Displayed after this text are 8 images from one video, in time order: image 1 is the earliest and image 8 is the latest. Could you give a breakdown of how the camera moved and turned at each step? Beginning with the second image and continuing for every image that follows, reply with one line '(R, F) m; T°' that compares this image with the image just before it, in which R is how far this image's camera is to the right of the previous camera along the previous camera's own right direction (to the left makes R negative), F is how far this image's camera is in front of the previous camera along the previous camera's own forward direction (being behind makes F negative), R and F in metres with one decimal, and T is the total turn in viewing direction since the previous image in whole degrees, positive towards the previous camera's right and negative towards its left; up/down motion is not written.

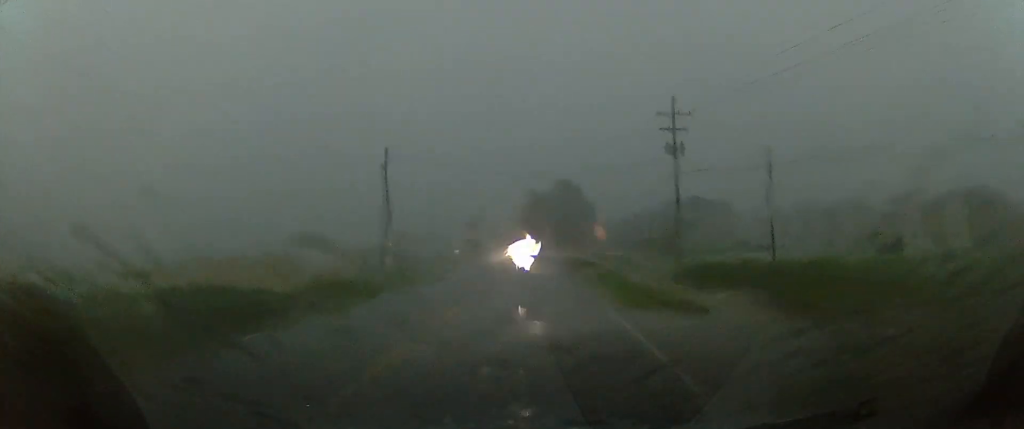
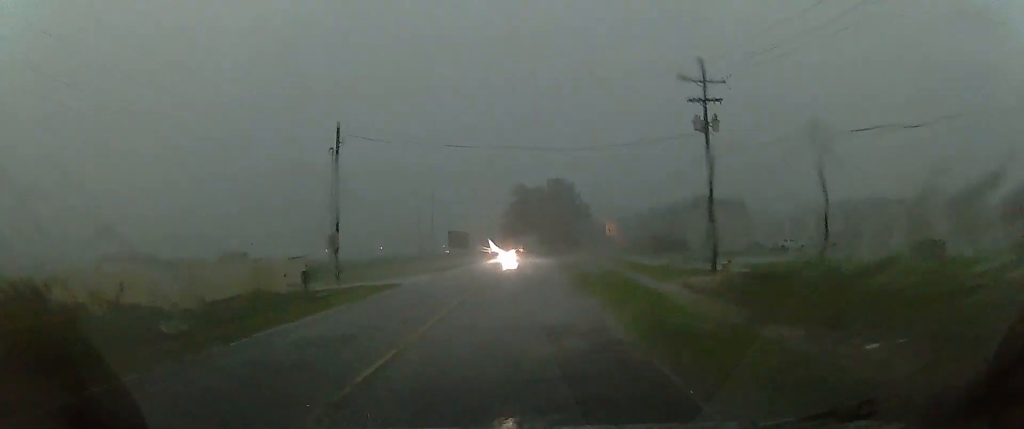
(0.0, +10.9) m; +1°
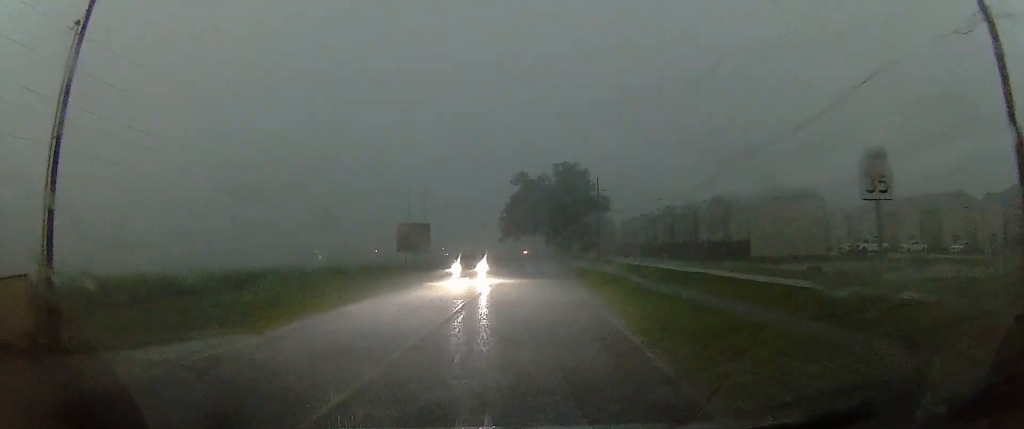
(+0.6, +25.4) m; +2°
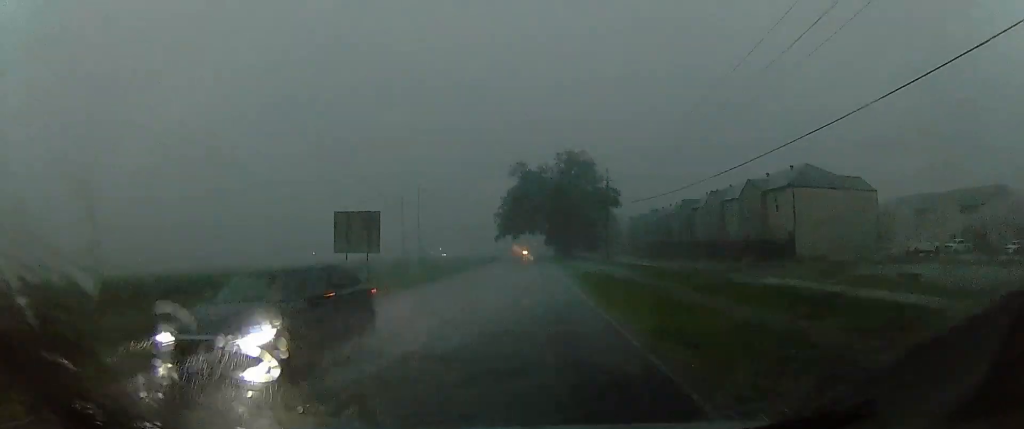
(0.0, +11.7) m; 0°
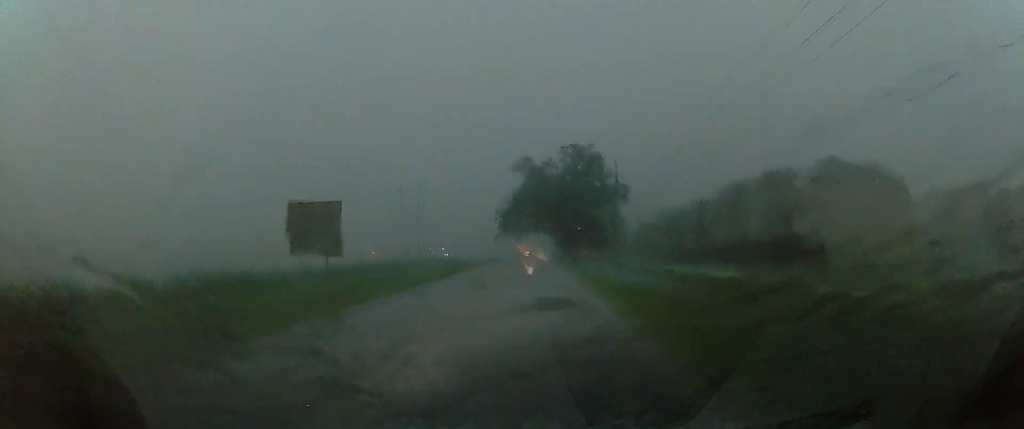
(0.0, +5.6) m; 0°
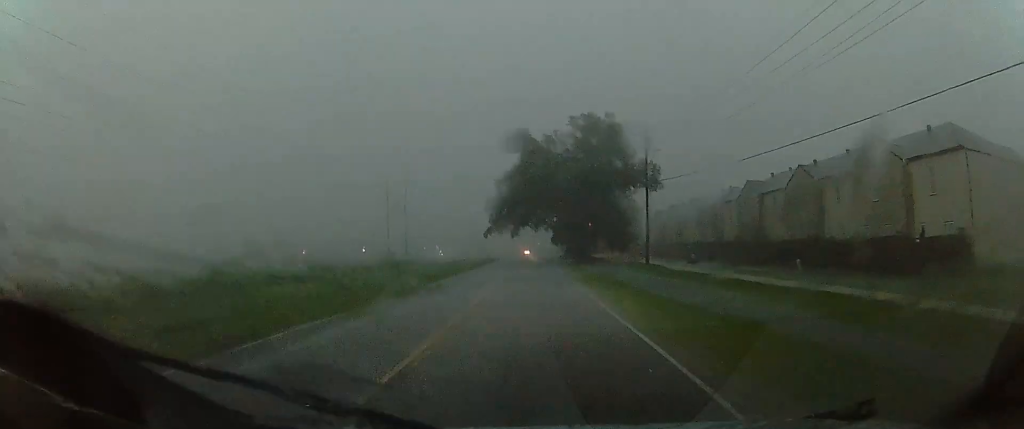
(0.0, +18.8) m; 0°
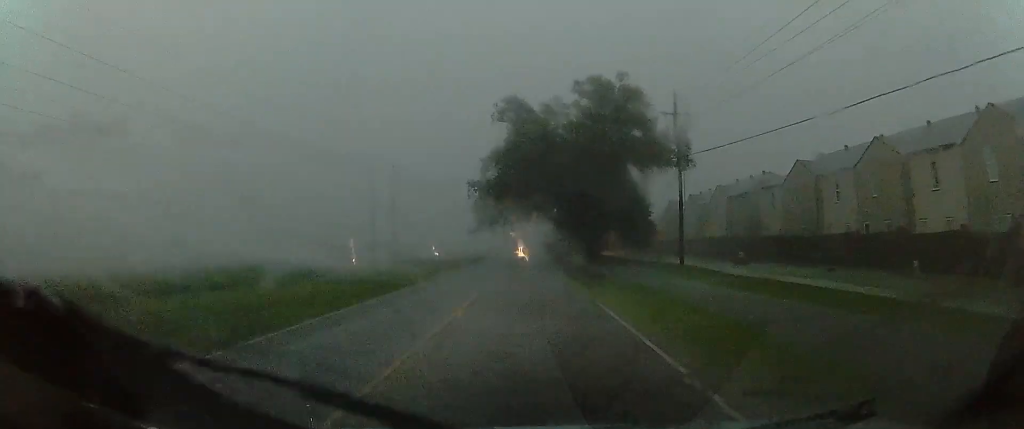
(0.0, +13.1) m; +5°
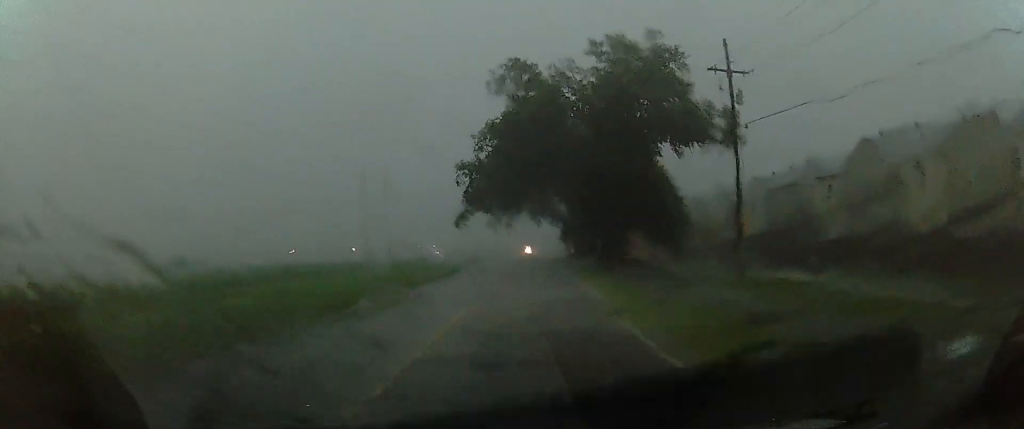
(+0.9, +10.6) m; 0°
